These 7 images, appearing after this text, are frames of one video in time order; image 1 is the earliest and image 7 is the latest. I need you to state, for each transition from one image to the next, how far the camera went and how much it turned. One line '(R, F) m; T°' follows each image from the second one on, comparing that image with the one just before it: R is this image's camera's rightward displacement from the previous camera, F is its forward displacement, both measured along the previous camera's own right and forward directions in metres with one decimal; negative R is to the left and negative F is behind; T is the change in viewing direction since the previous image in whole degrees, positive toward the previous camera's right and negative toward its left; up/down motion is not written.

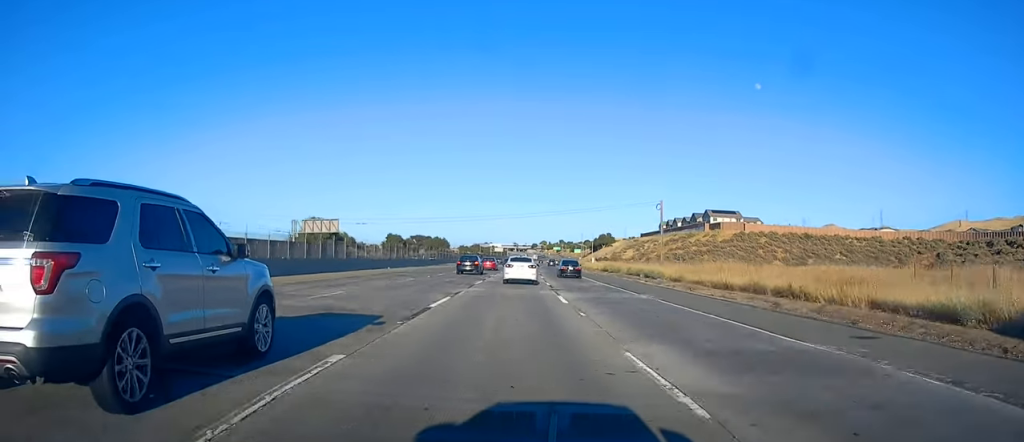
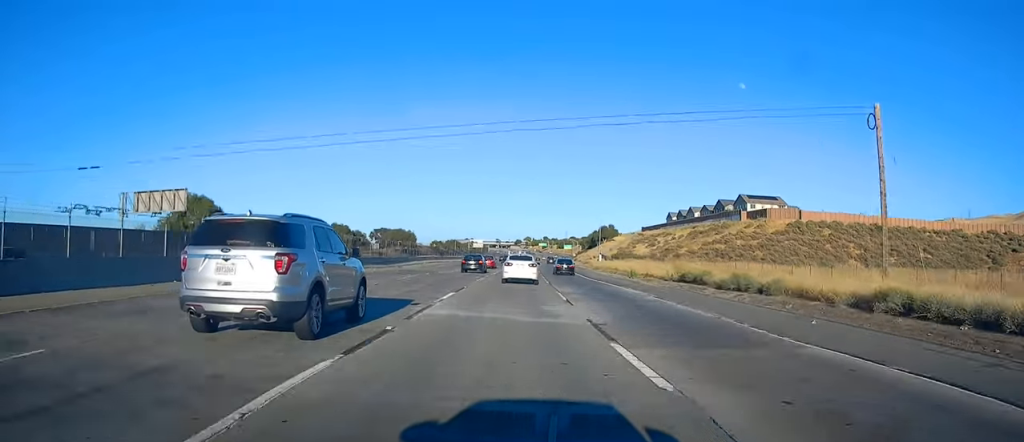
(+0.6, +59.2) m; +1°
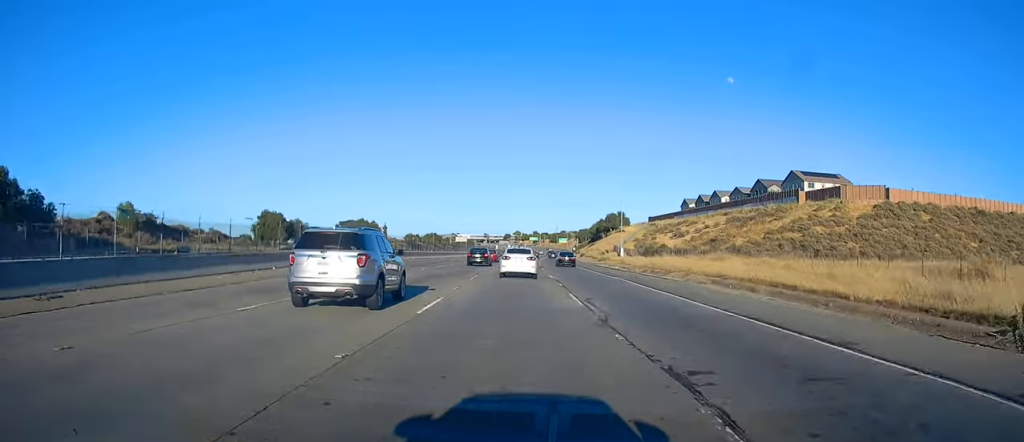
(+0.7, +49.3) m; +2°
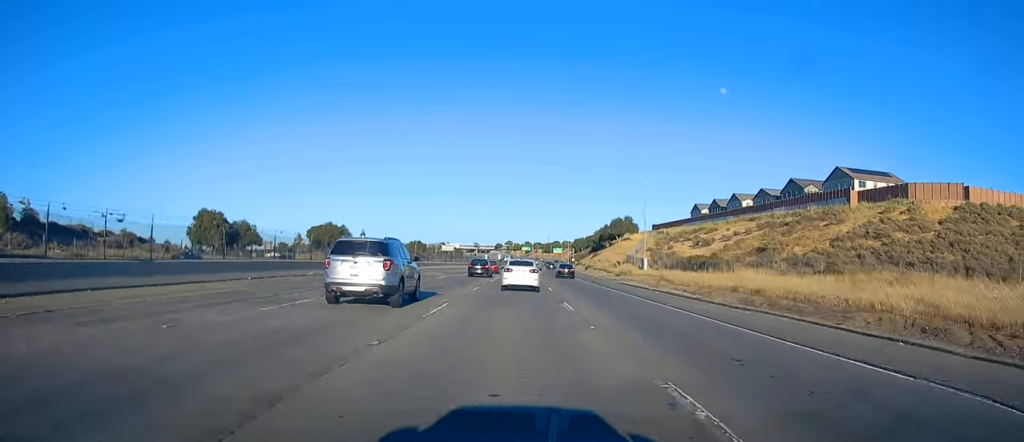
(+0.2, +28.7) m; +1°
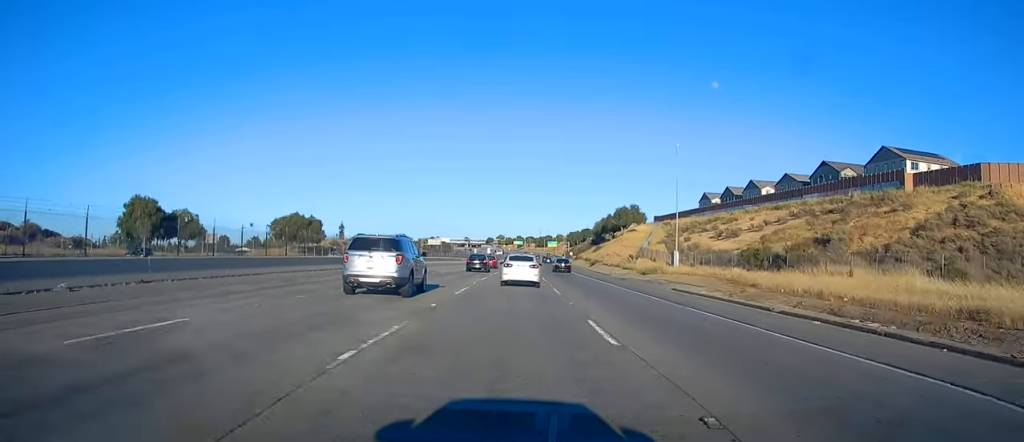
(-0.1, +22.1) m; 0°
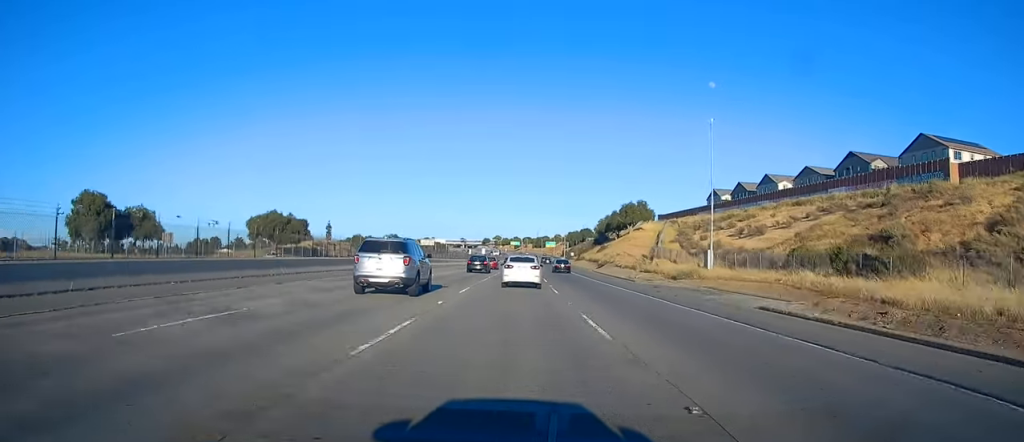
(+0.1, +13.7) m; 0°
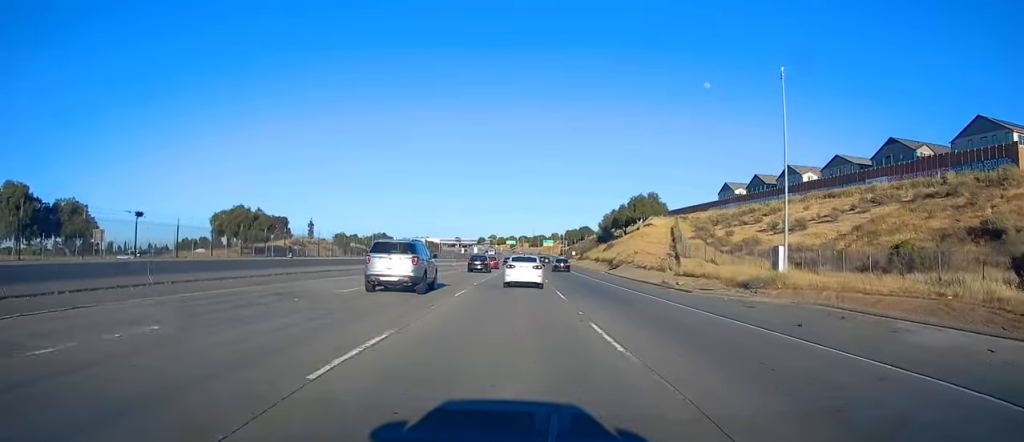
(0.0, +16.8) m; +1°
